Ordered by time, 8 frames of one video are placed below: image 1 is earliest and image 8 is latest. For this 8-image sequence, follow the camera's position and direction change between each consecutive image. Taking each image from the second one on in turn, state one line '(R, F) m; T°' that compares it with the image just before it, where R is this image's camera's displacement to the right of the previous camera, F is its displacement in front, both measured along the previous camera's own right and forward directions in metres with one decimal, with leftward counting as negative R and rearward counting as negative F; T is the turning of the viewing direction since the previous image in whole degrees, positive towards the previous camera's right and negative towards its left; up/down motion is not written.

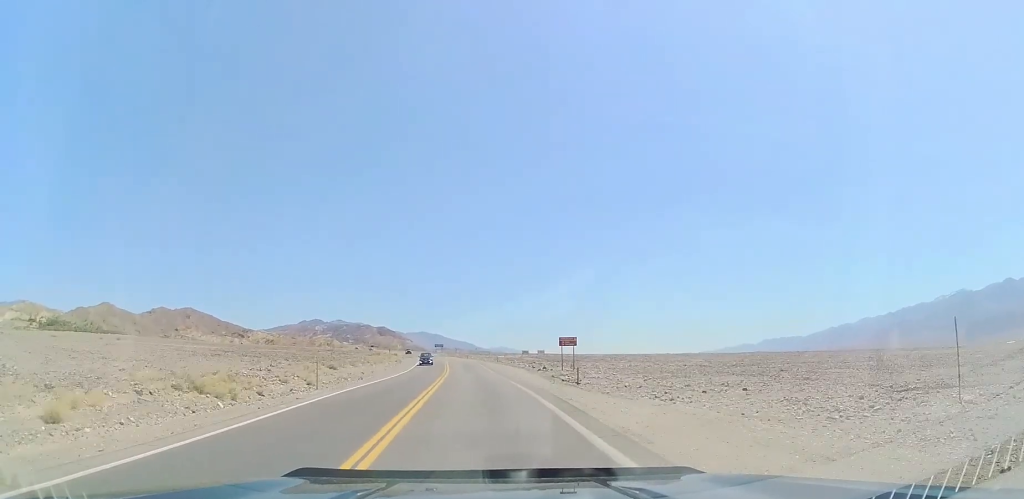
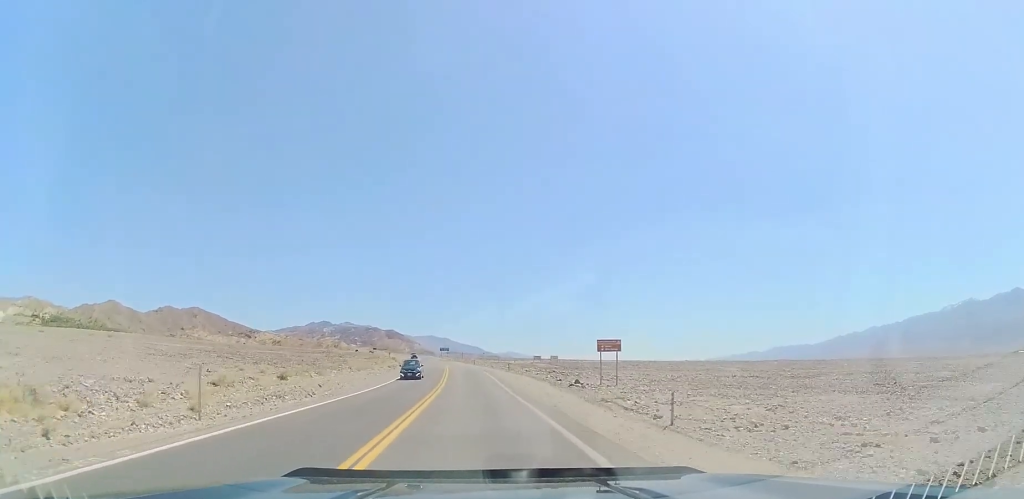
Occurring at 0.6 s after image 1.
(-0.2, +12.6) m; -2°
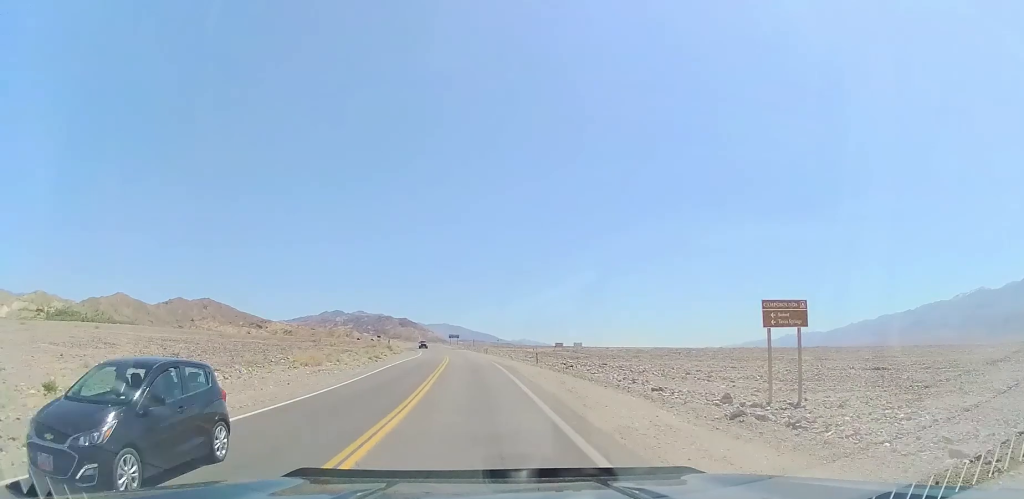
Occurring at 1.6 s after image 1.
(-0.5, +19.3) m; -3°
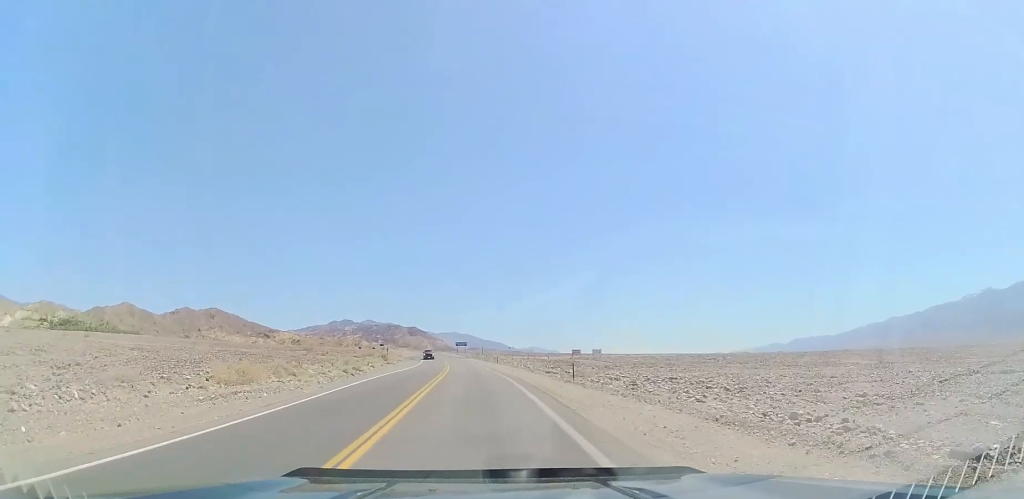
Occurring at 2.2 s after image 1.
(-0.1, +12.7) m; -2°
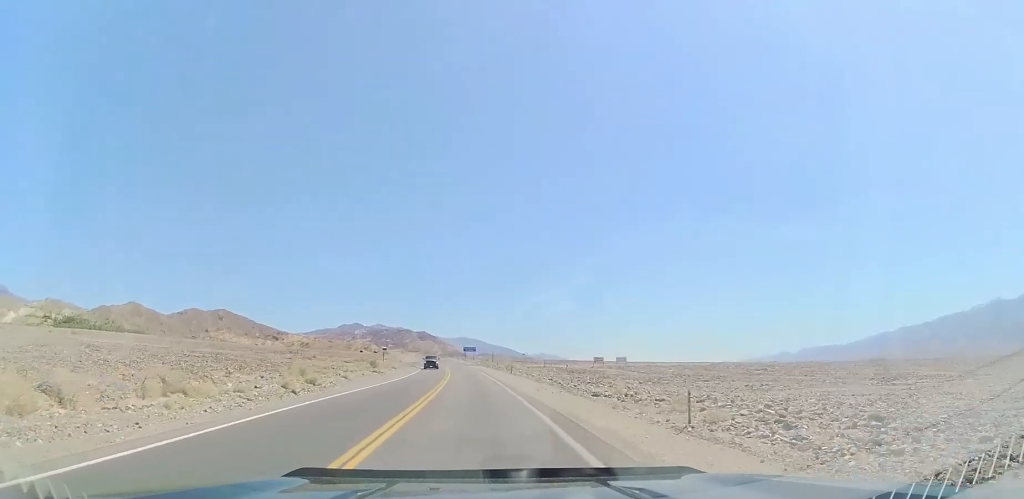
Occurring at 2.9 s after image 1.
(-0.4, +14.2) m; -1°
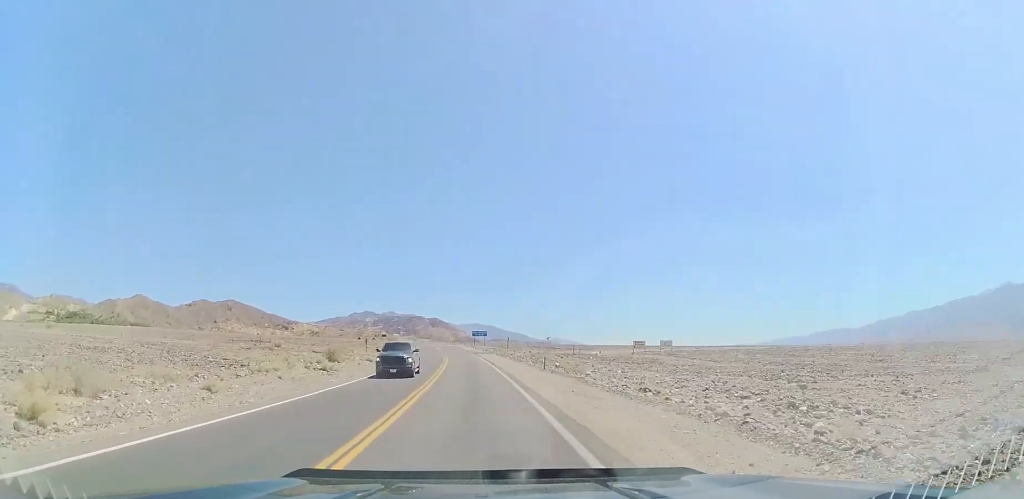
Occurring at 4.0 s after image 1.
(-0.3, +22.4) m; -1°
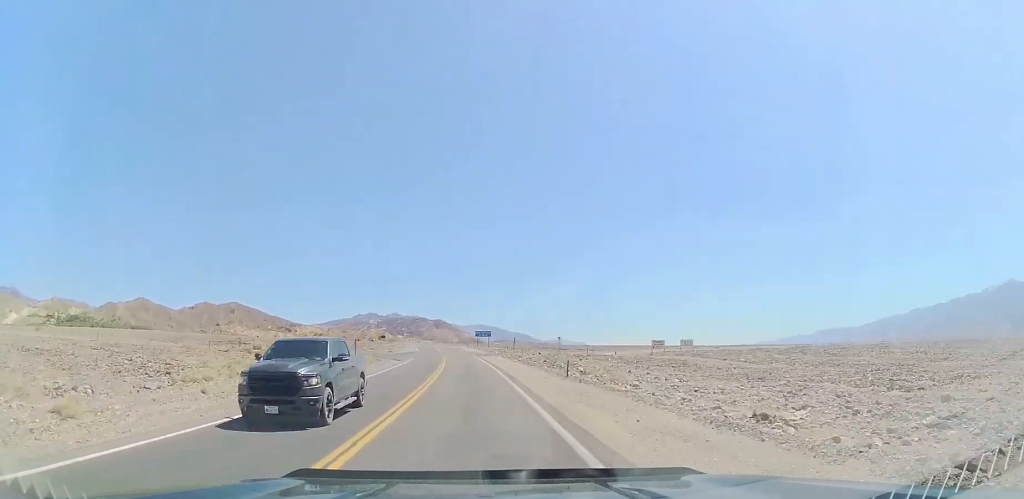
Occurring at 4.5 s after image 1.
(0.0, +8.6) m; 0°
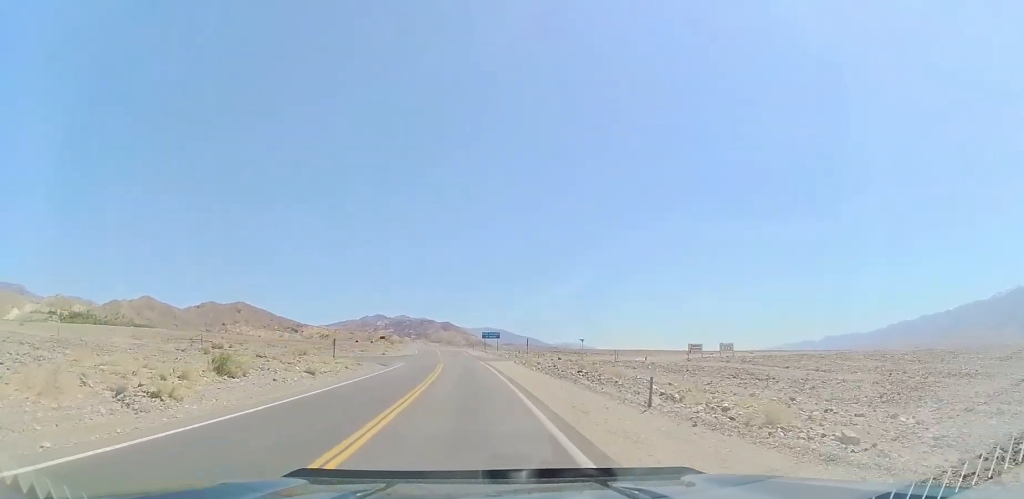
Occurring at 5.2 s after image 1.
(0.0, +13.8) m; 0°
